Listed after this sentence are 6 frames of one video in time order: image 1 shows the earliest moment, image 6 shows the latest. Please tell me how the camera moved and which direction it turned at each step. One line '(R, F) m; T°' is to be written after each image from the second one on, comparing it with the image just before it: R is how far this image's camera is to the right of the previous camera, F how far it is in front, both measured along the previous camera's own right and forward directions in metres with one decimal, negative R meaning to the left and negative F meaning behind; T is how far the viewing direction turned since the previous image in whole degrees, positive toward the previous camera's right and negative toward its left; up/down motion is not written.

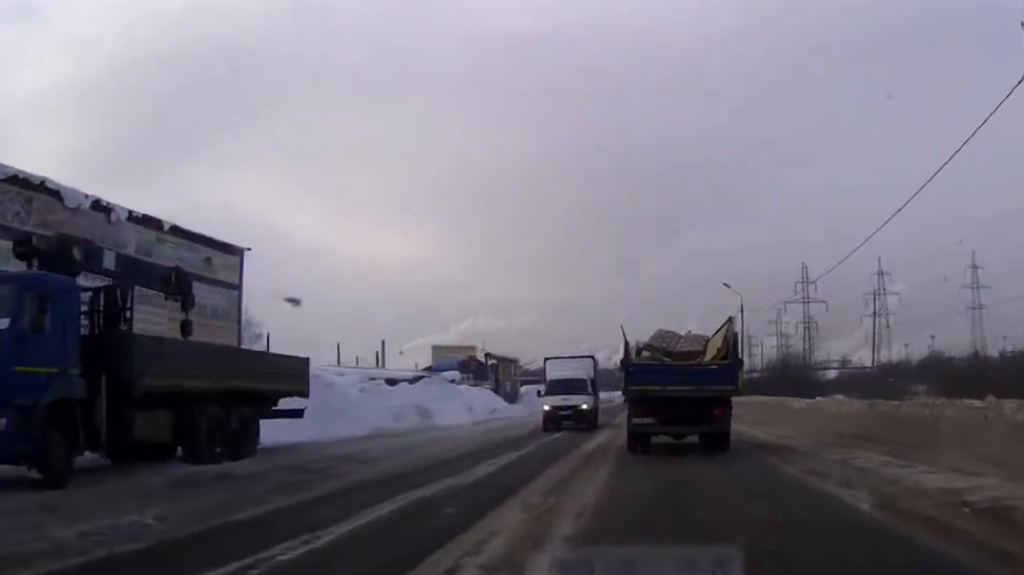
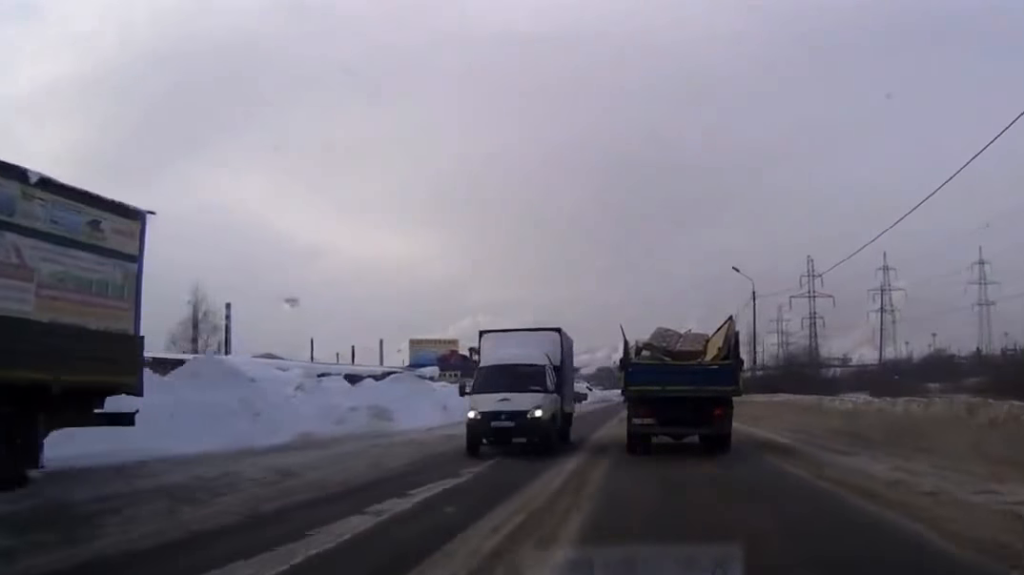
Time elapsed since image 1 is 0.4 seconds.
(0.0, +7.3) m; 0°
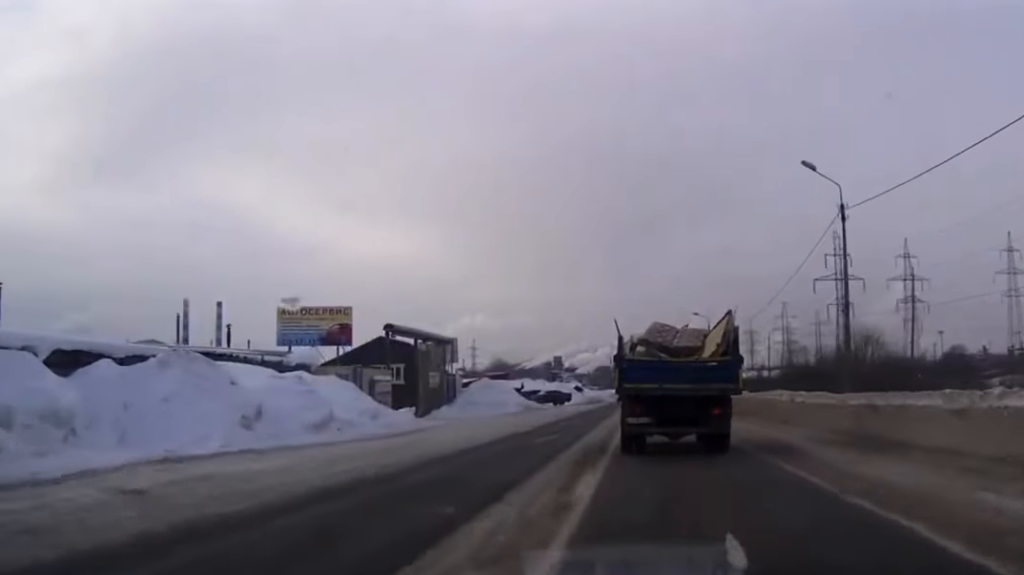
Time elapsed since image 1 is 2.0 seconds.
(+0.1, +25.5) m; 0°
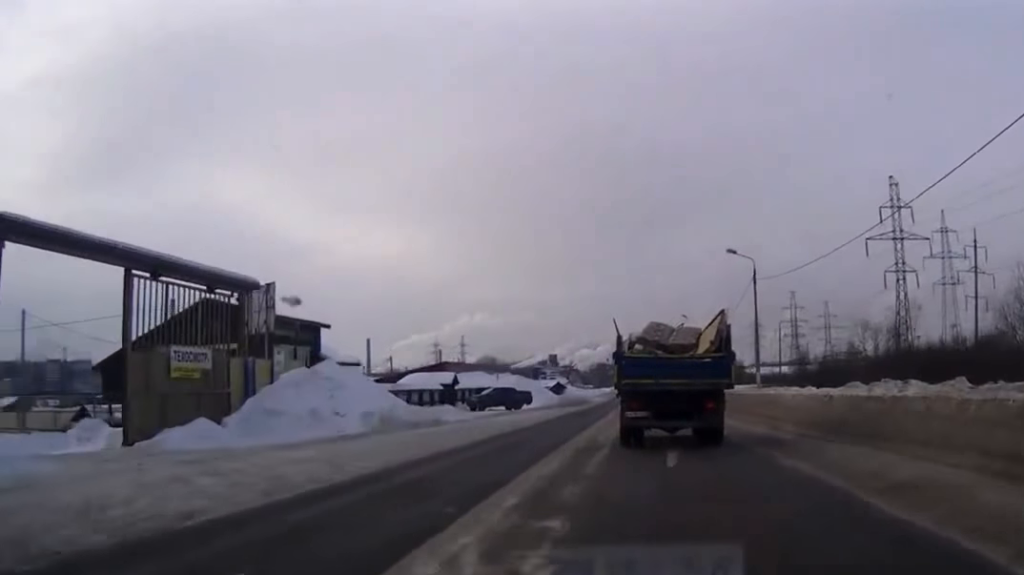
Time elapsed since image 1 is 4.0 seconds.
(0.0, +34.9) m; 0°
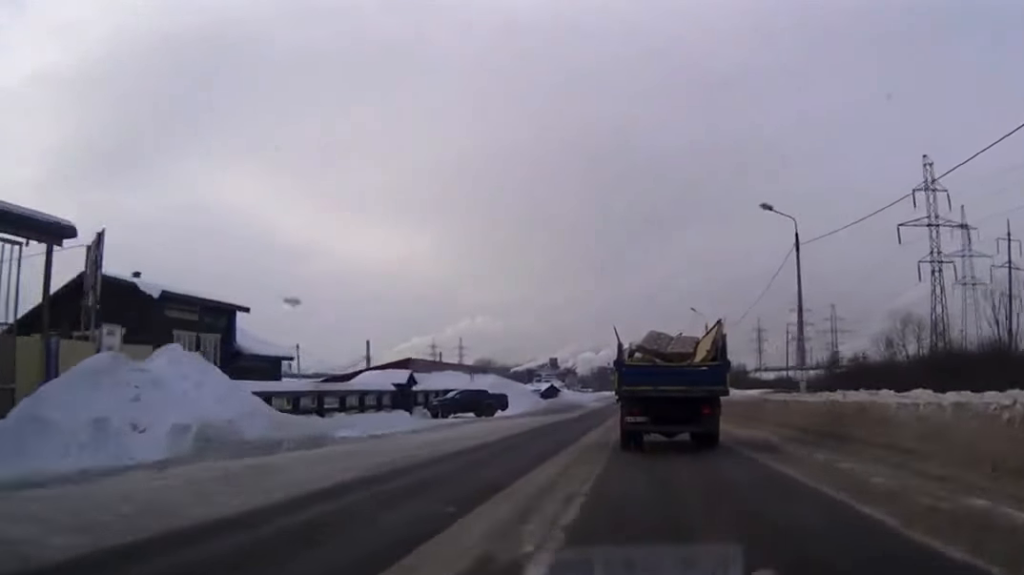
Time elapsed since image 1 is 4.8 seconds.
(0.0, +12.7) m; 0°
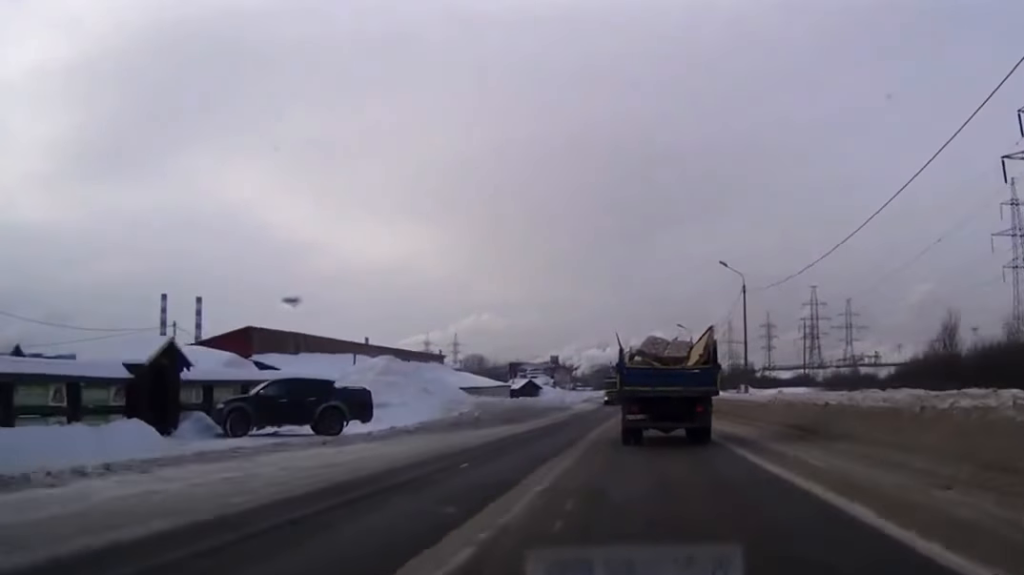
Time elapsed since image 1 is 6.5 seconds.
(0.0, +28.5) m; 0°
